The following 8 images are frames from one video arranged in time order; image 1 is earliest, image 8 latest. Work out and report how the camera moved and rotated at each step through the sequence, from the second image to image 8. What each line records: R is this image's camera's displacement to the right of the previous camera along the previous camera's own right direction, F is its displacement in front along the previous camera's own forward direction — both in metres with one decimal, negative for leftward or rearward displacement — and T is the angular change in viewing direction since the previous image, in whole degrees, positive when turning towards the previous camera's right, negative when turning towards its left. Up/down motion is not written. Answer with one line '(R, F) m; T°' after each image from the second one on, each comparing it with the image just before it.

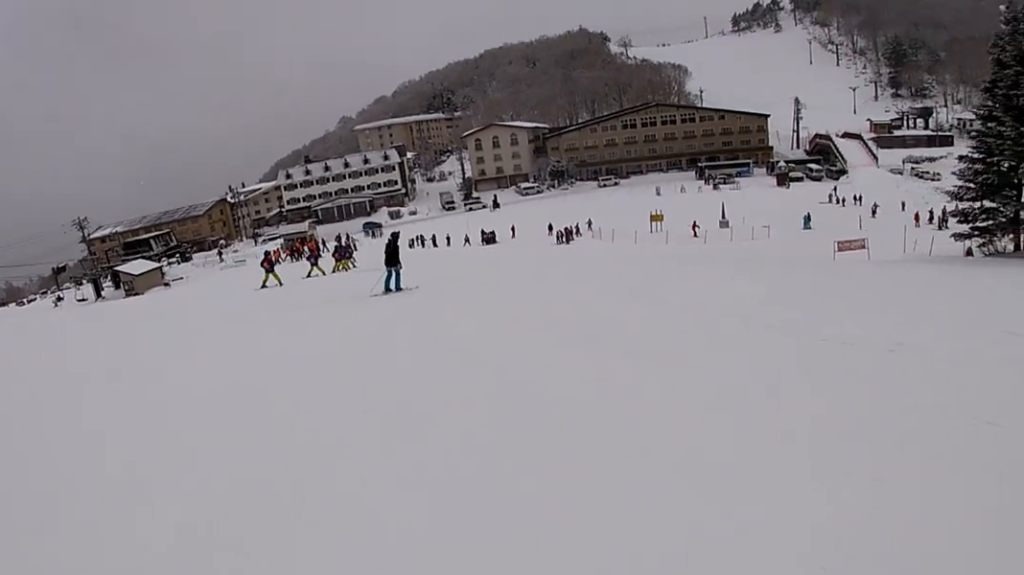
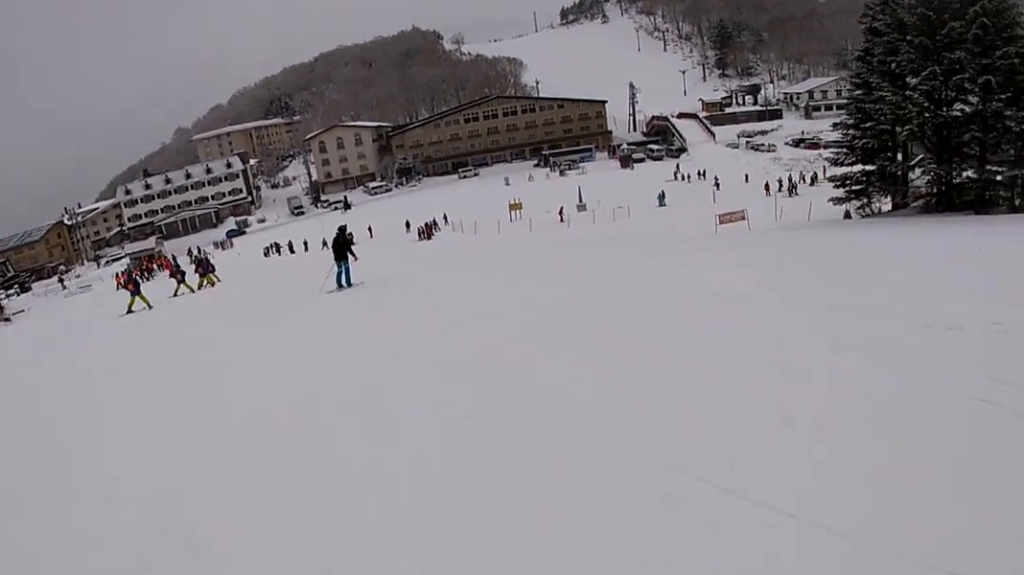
(+0.3, +3.2) m; +10°
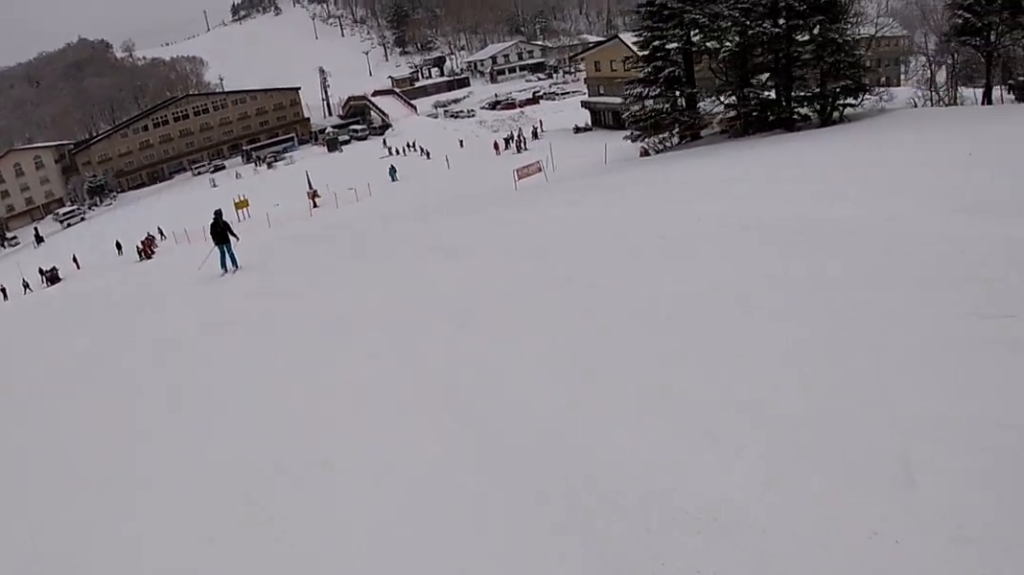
(+1.5, +8.3) m; +22°
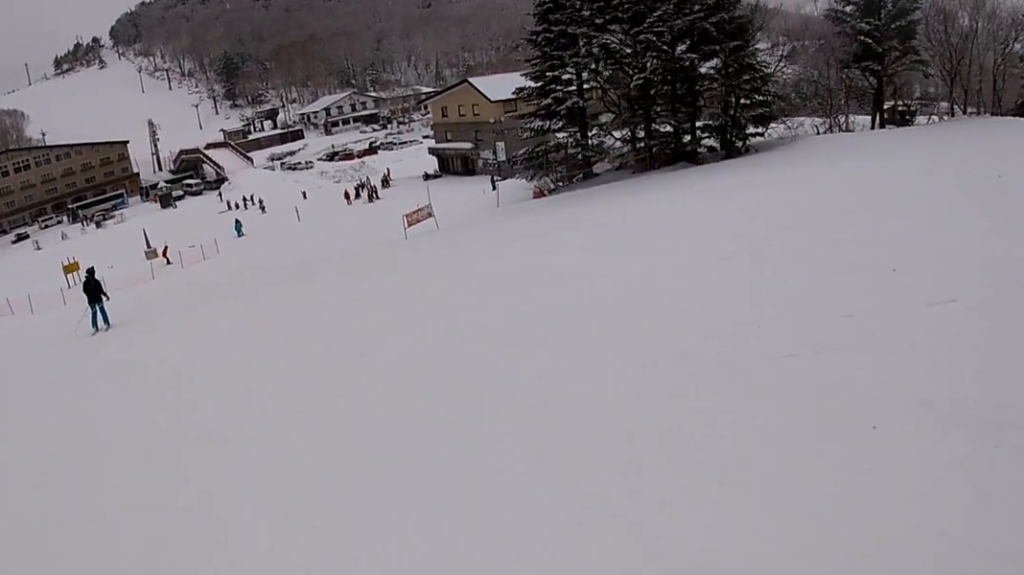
(+1.0, +5.5) m; +10°
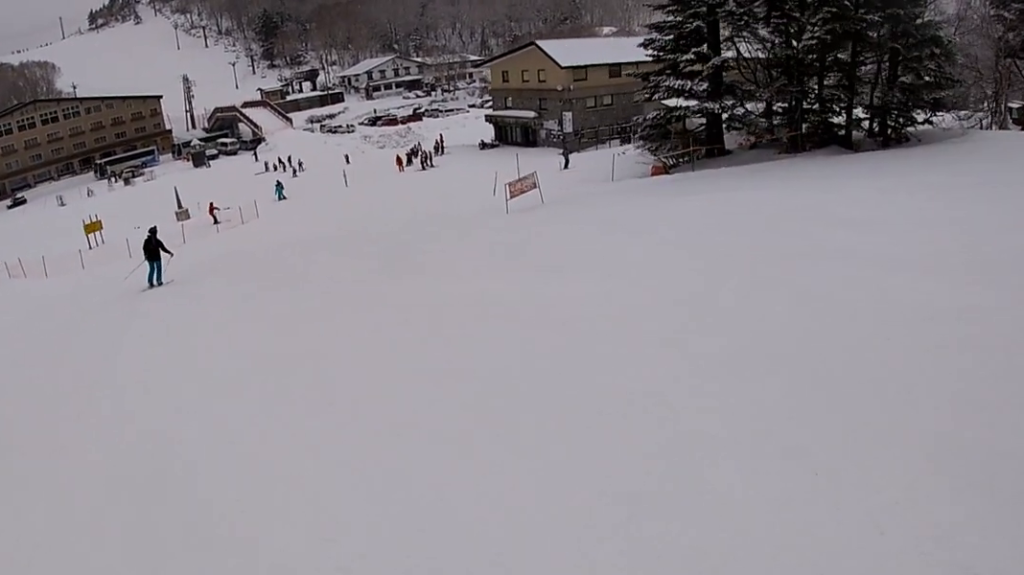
(-0.2, +6.2) m; +8°
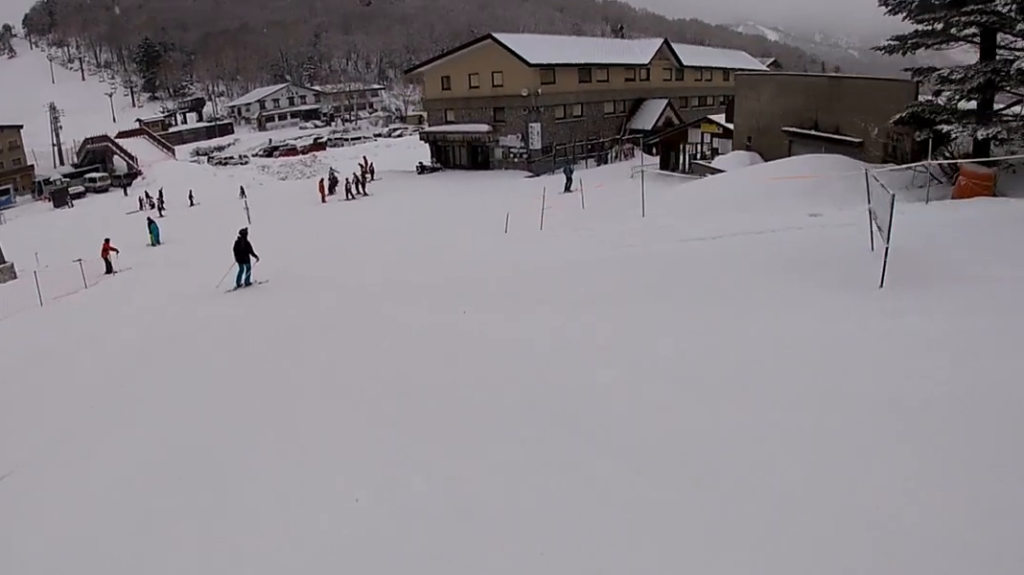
(+2.4, +17.9) m; +22°
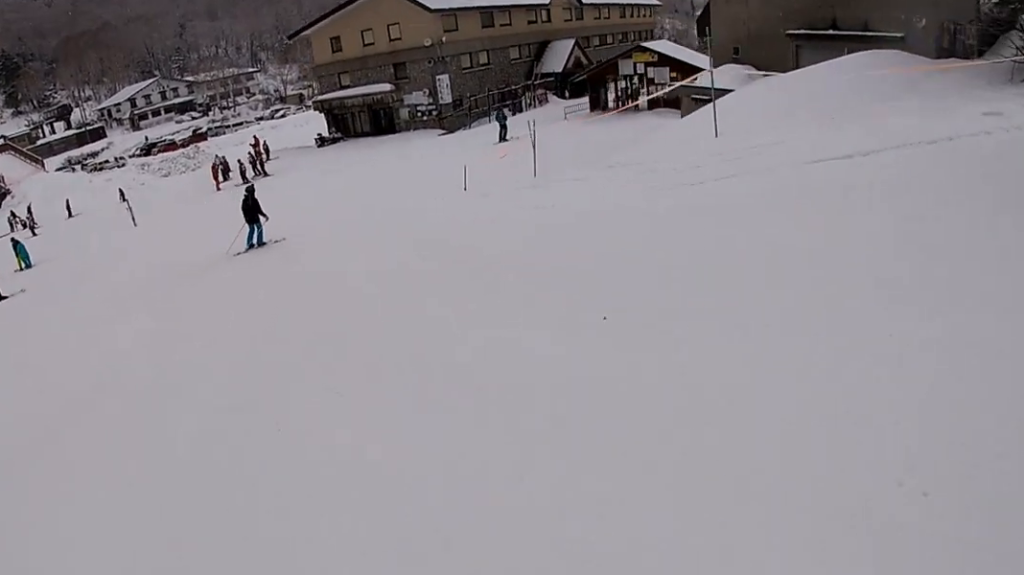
(+1.4, +4.8) m; +8°
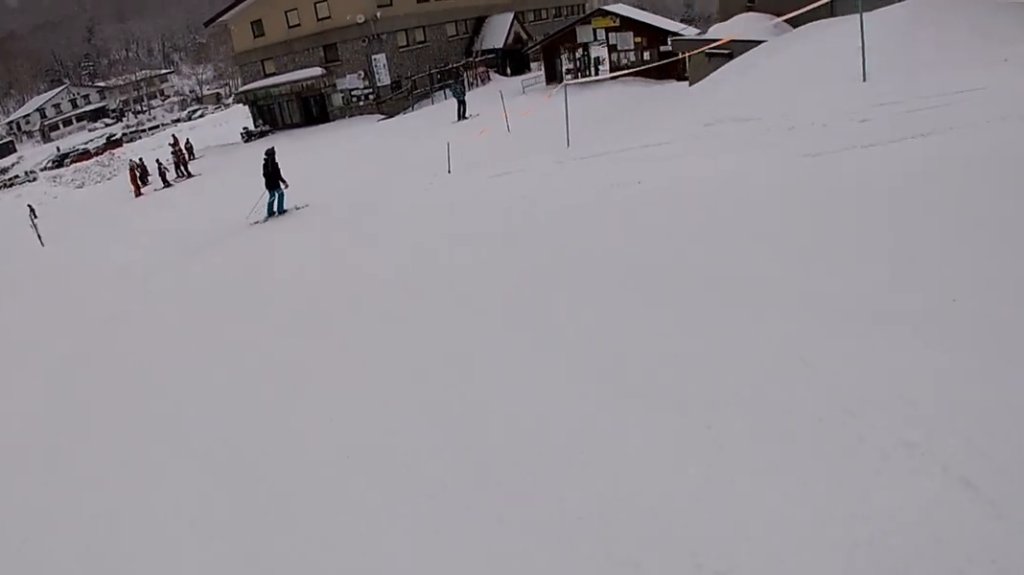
(+0.5, +3.8) m; +7°
